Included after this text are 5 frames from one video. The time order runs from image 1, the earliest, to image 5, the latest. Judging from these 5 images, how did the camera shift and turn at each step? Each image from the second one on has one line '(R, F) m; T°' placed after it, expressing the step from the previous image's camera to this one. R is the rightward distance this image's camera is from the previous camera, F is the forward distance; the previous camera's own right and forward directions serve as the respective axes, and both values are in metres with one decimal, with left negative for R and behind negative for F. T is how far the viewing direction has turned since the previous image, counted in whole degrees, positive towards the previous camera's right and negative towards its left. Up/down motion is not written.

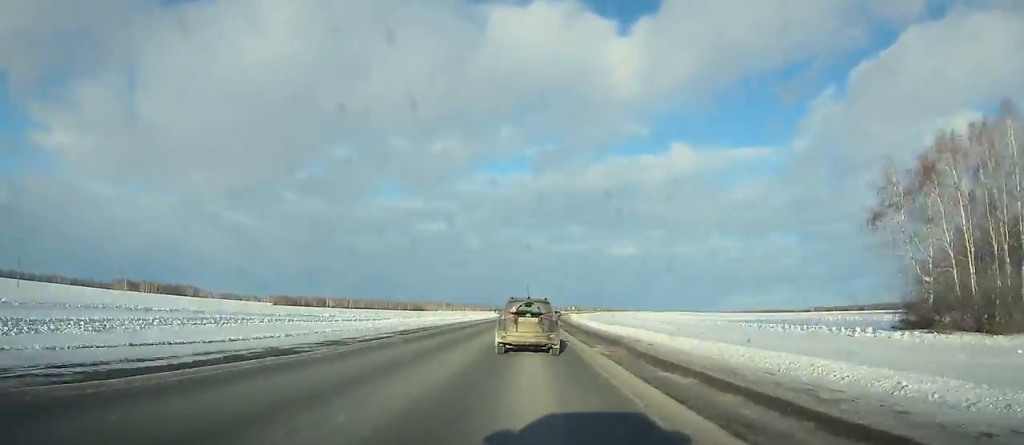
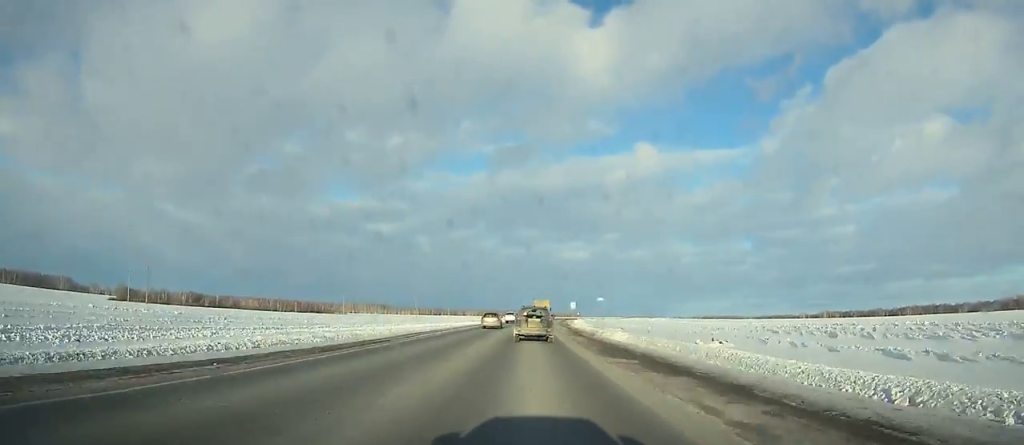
(+7.6, +194.8) m; +4°
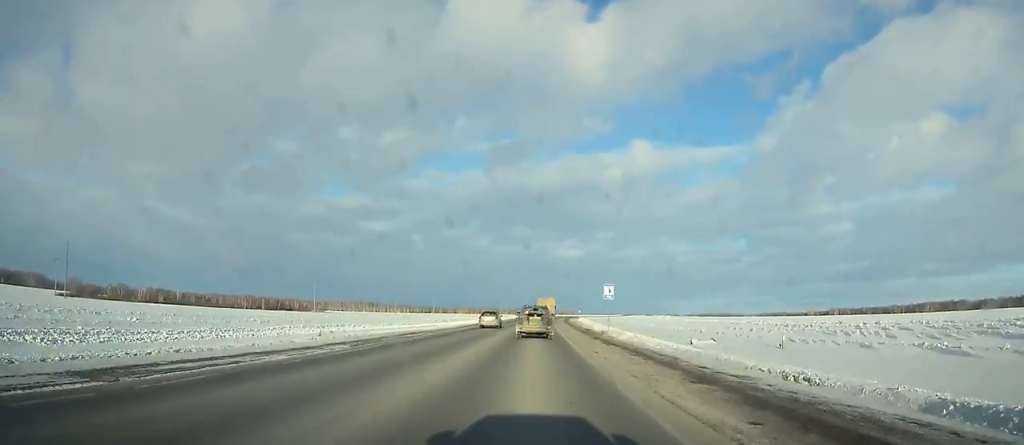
(+0.2, +44.9) m; +1°
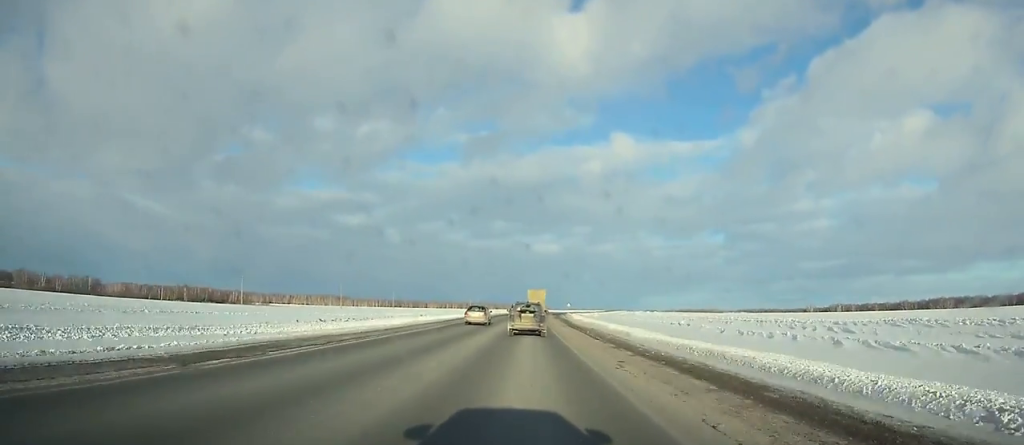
(+0.9, +63.3) m; +2°
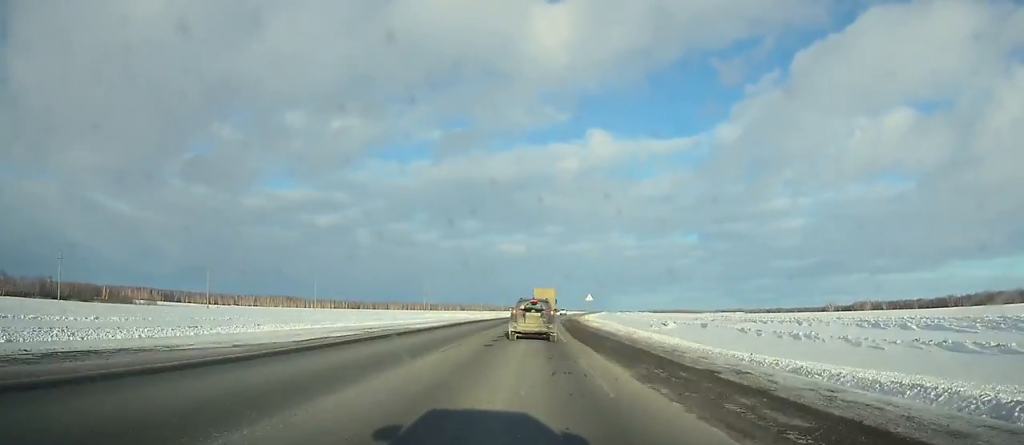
(+3.8, +112.1) m; +4°
